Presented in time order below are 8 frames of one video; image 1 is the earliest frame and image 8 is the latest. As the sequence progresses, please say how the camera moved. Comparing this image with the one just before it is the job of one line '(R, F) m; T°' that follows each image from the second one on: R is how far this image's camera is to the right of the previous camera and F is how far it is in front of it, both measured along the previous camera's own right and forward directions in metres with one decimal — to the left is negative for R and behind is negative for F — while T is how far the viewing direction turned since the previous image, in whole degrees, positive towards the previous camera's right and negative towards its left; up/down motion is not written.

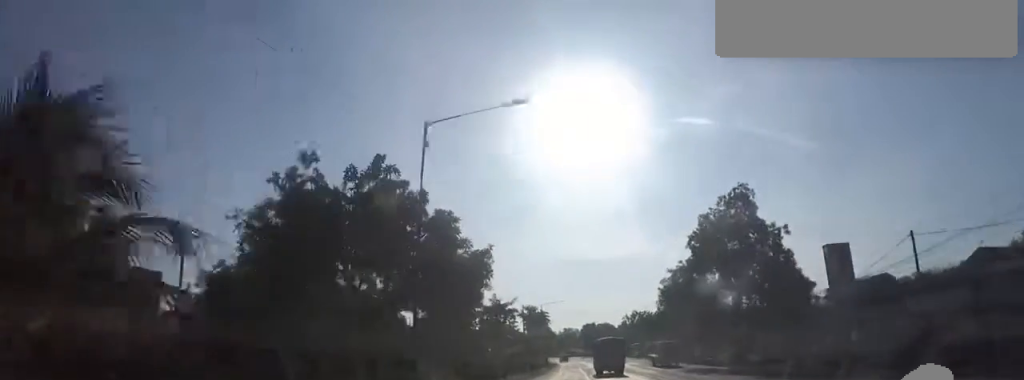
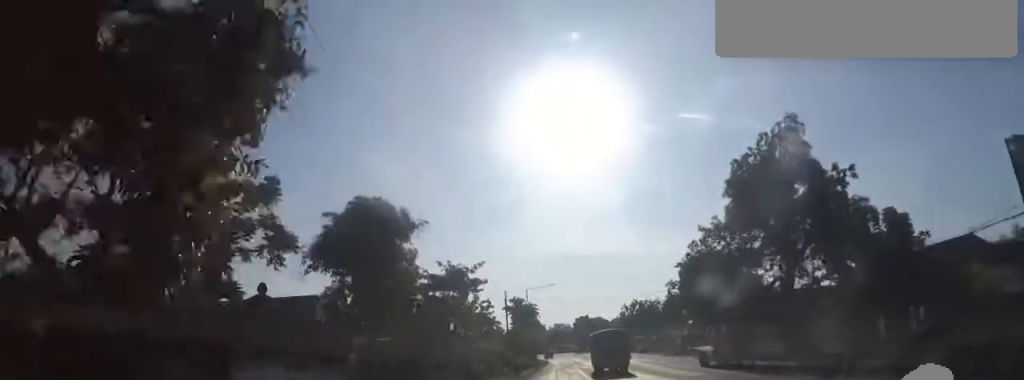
(0.0, +13.3) m; +1°
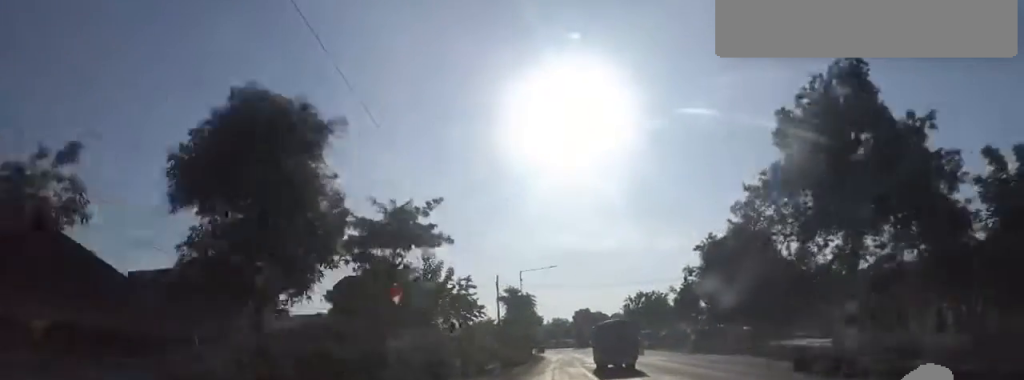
(-0.2, +8.5) m; +2°
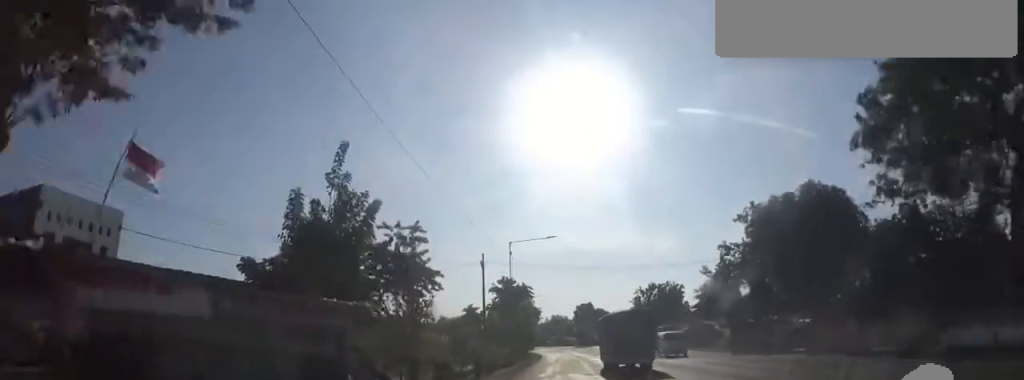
(+0.2, +12.1) m; +1°
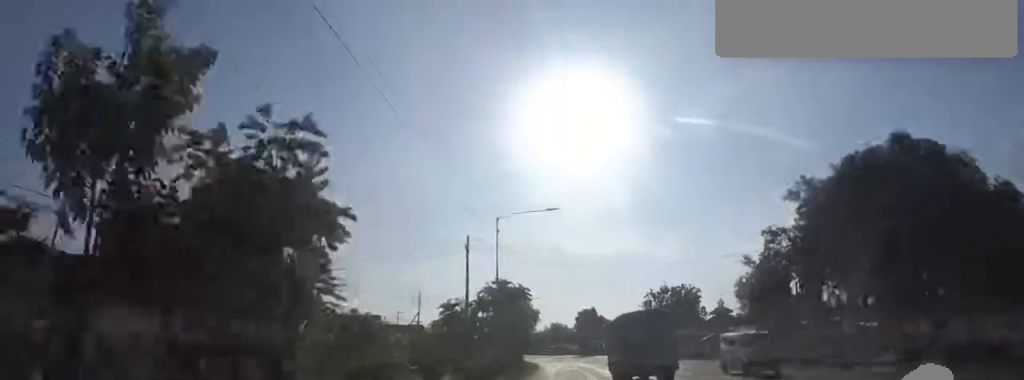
(+0.6, +9.3) m; 0°
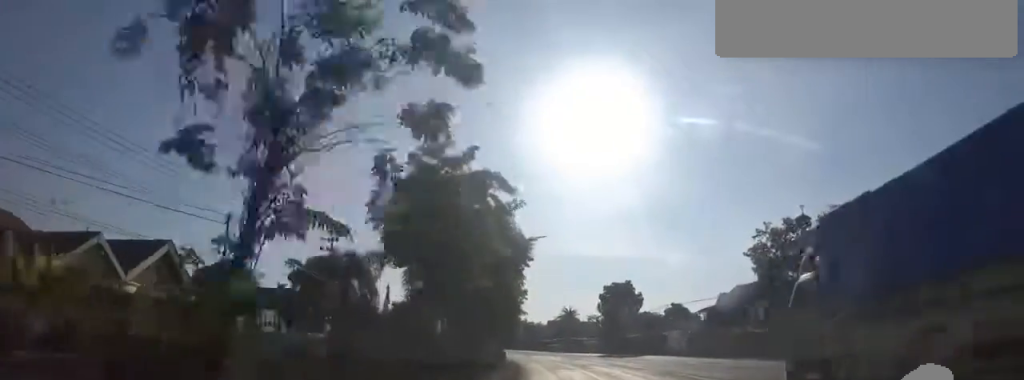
(-1.8, +38.9) m; -6°
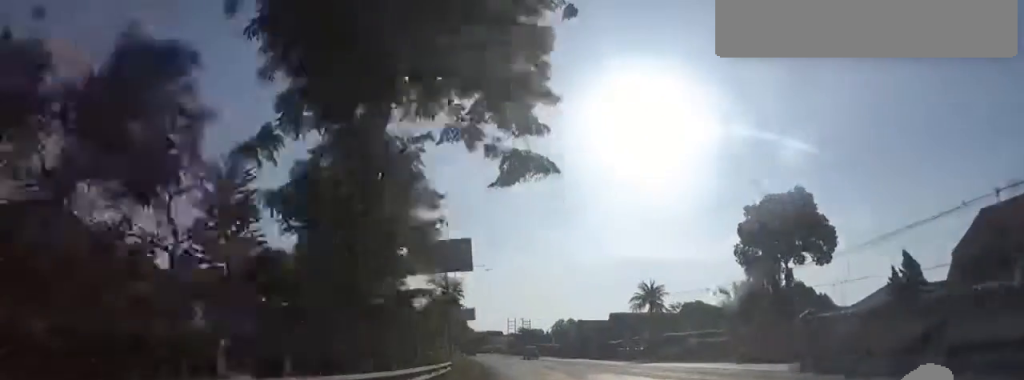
(-3.6, +38.6) m; -11°
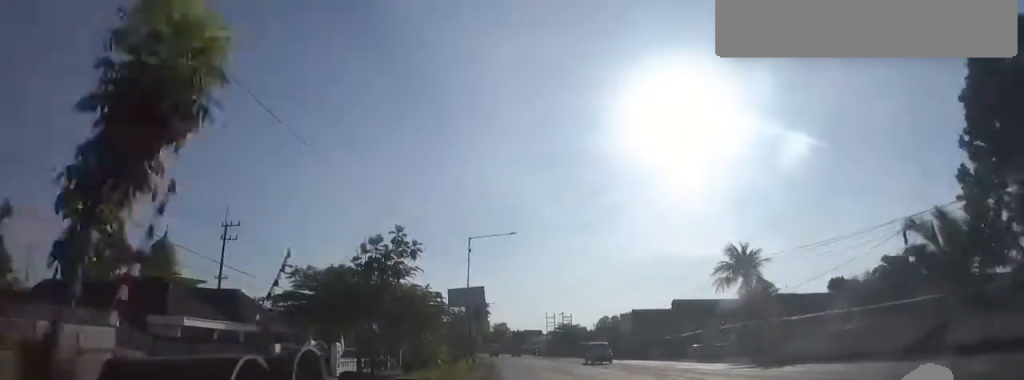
(-0.8, +16.6) m; -3°
